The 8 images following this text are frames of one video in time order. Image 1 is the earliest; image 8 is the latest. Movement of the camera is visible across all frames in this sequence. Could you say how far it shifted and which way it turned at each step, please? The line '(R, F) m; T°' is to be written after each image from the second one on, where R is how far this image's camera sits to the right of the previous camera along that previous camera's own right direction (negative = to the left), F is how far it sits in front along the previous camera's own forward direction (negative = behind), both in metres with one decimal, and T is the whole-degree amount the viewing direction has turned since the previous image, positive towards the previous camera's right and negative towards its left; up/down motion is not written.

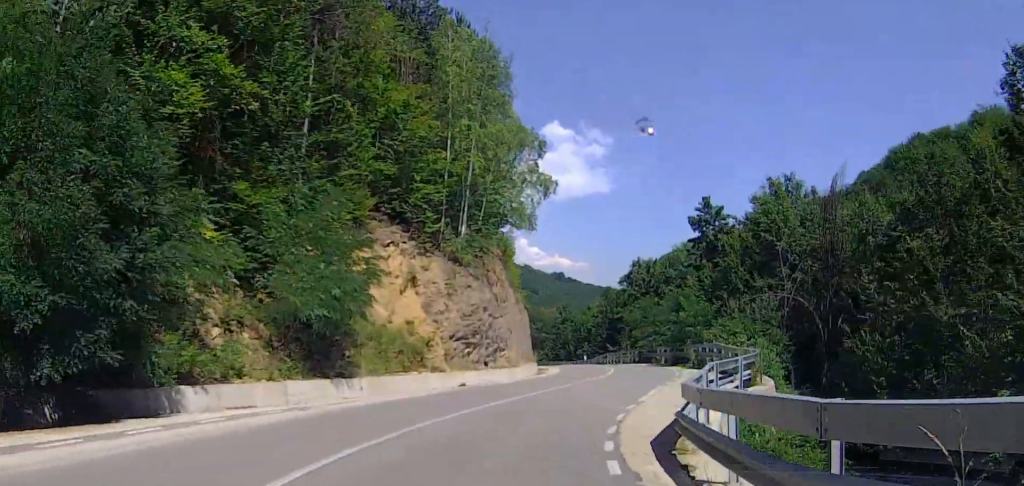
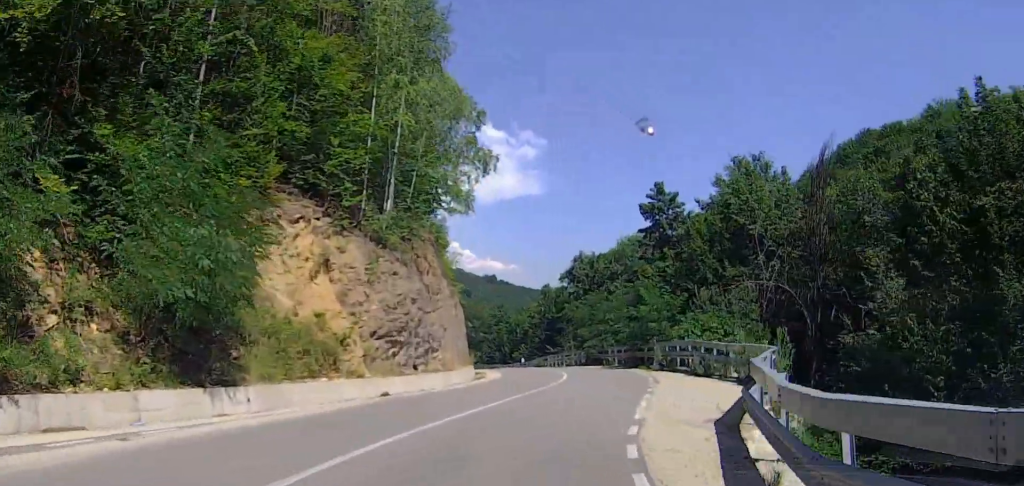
(+1.2, +5.8) m; +6°
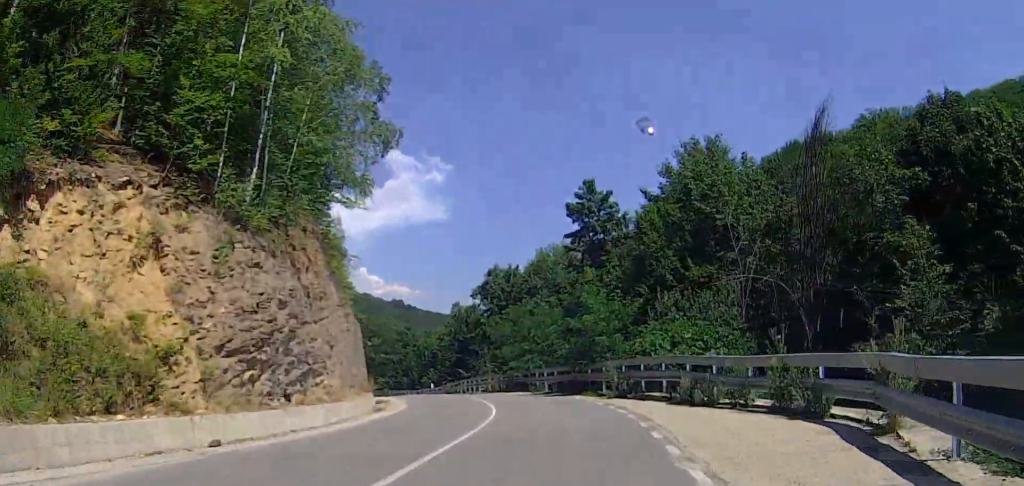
(+0.8, +7.9) m; +7°
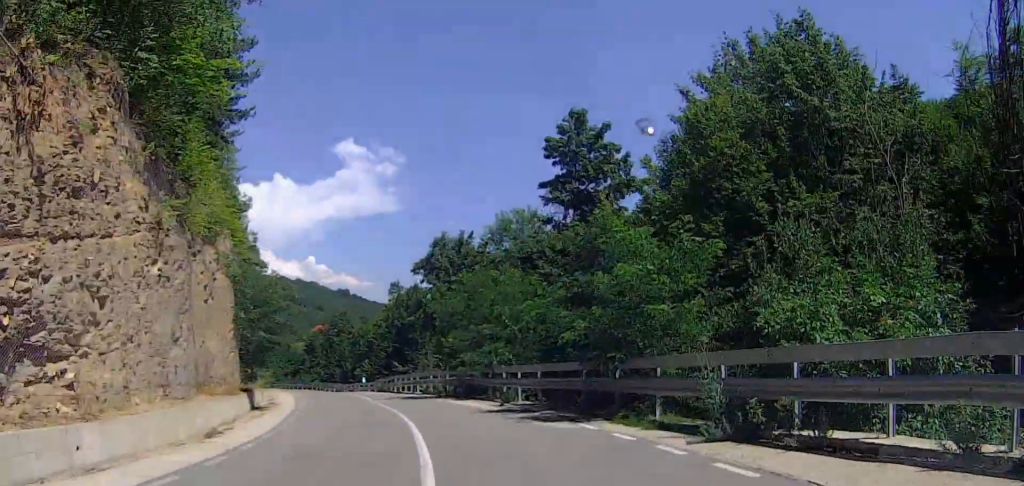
(+0.2, +14.2) m; 0°
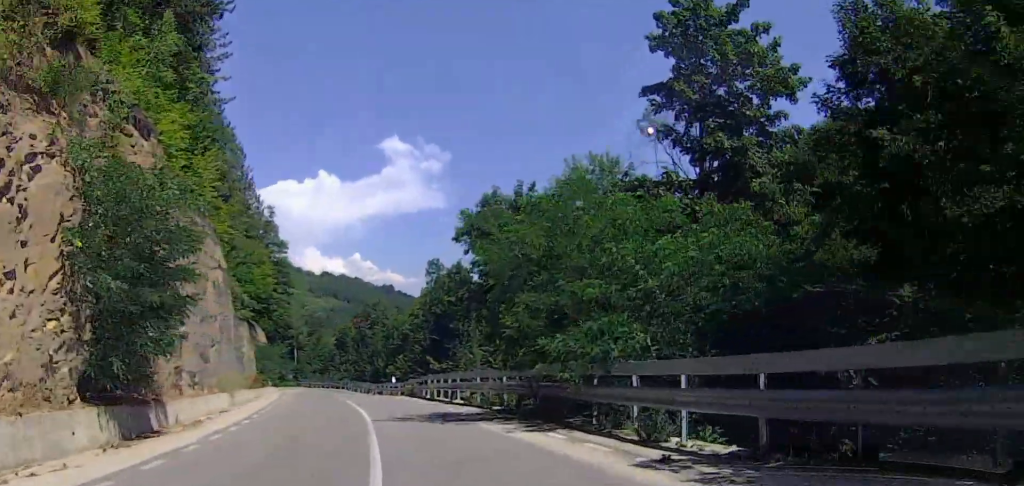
(0.0, +13.1) m; -5°
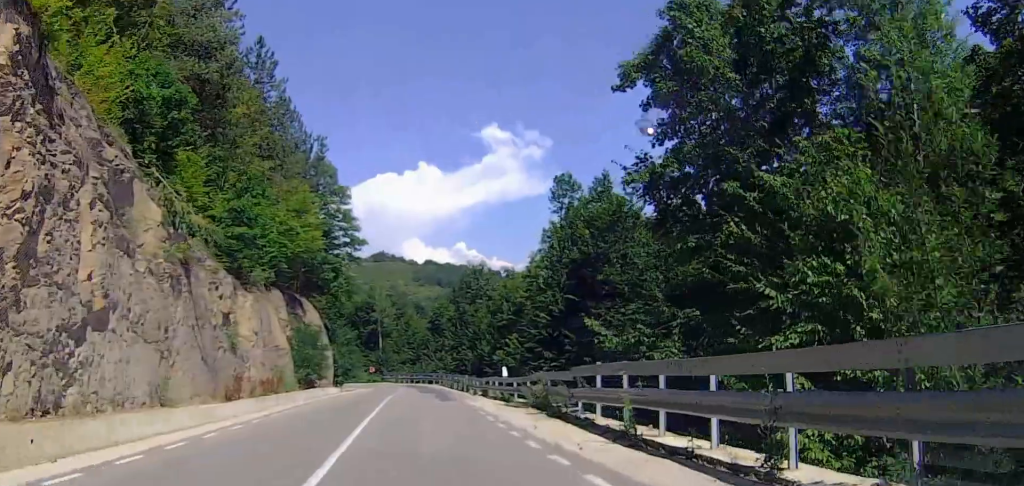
(-0.5, +22.1) m; 0°
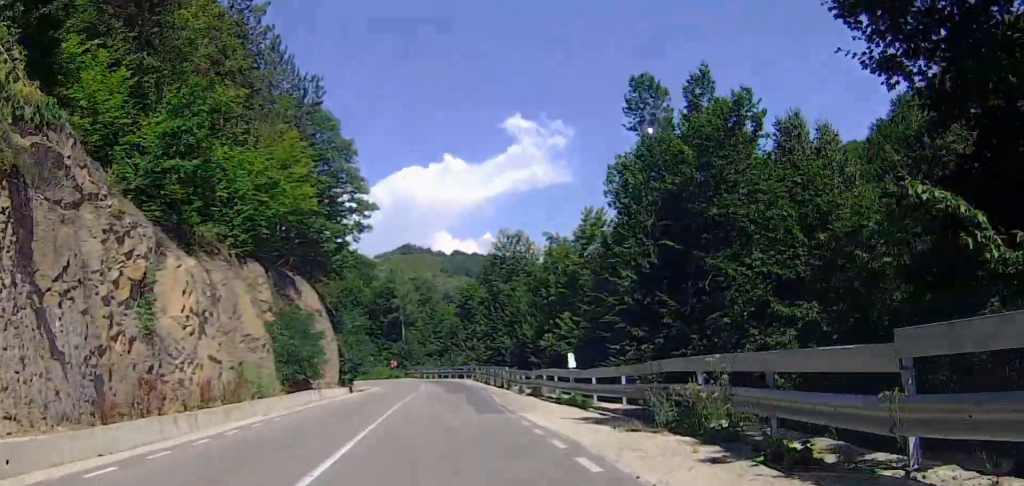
(+0.2, +11.3) m; -2°
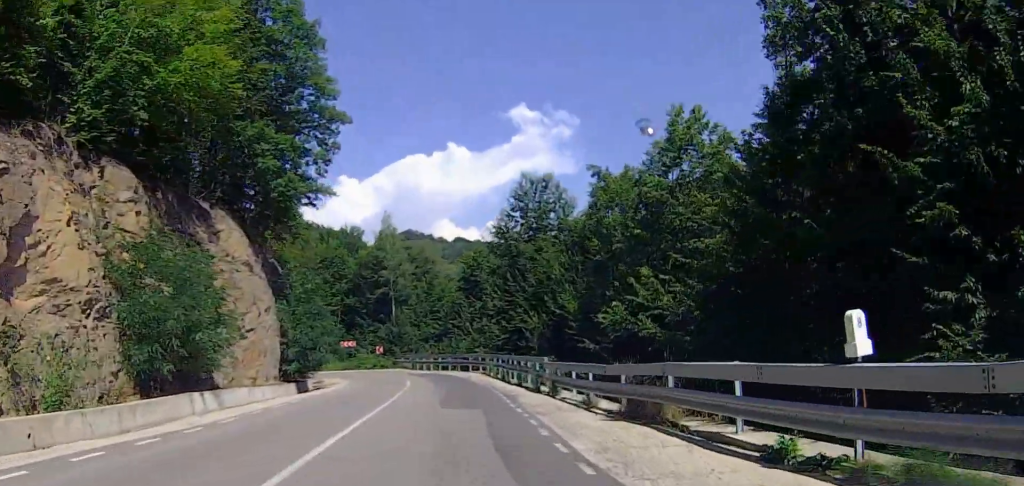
(-1.2, +16.5) m; -4°
